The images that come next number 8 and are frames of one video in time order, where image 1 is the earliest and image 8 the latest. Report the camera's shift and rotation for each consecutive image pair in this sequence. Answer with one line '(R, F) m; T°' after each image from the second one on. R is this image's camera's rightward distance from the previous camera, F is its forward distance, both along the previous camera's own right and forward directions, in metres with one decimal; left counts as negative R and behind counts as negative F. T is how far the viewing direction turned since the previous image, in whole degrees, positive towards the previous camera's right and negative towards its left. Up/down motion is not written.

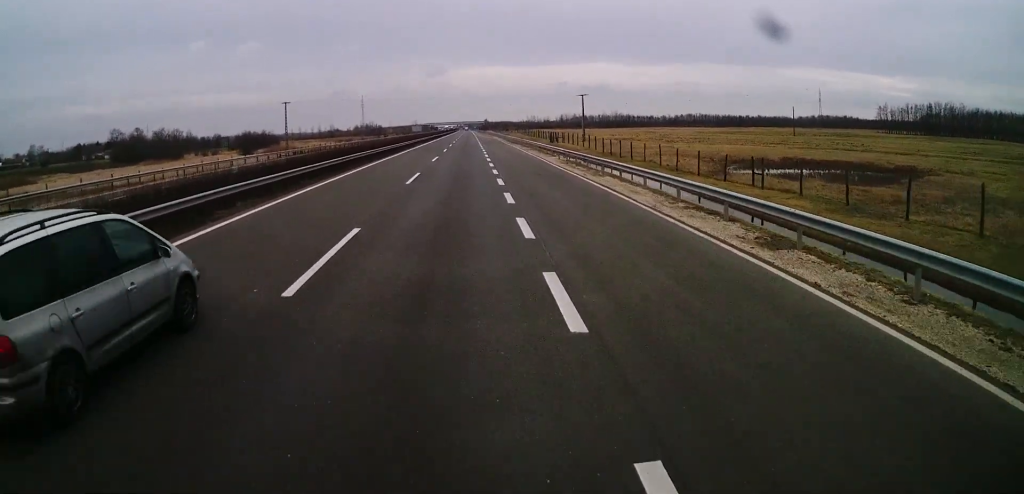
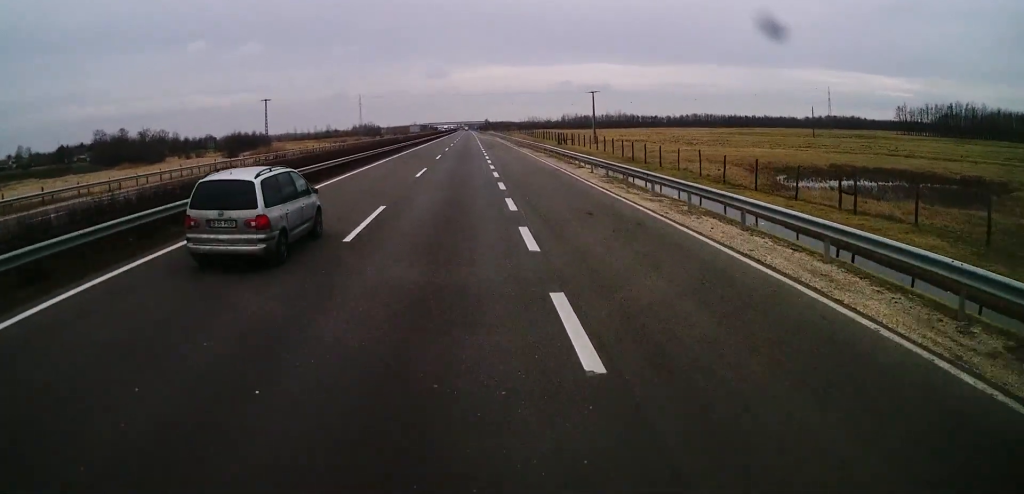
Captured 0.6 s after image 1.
(0.0, +13.0) m; 0°
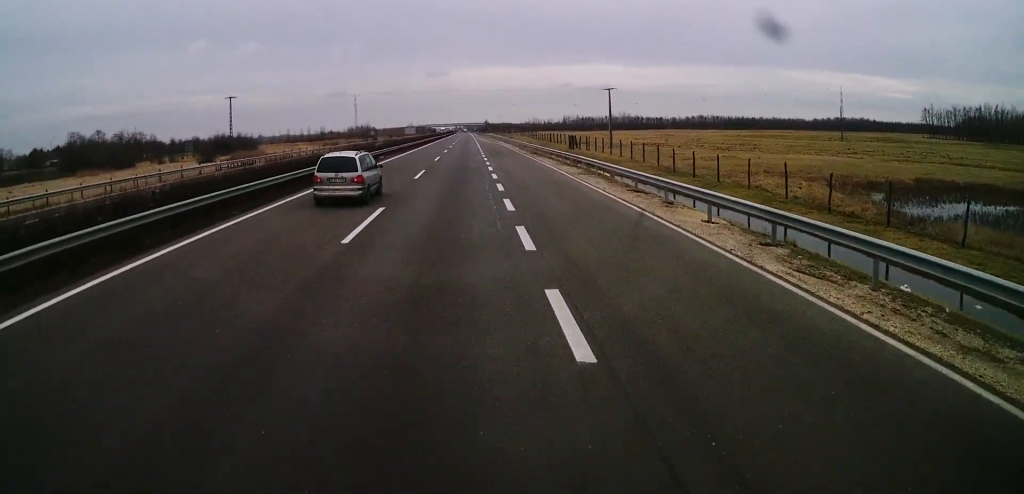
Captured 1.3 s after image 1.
(+0.1, +17.6) m; 0°
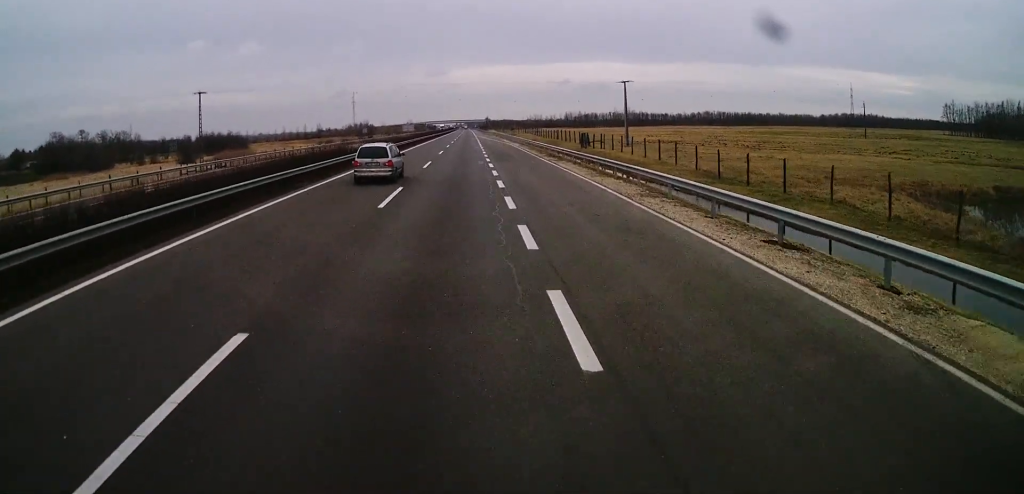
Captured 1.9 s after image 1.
(-0.1, +12.3) m; 0°
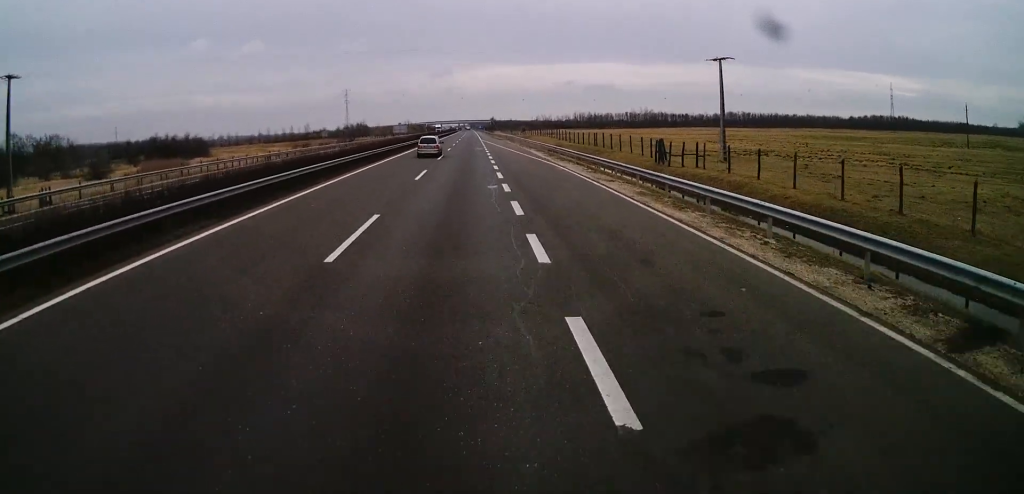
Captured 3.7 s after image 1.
(+0.1, +43.0) m; 0°
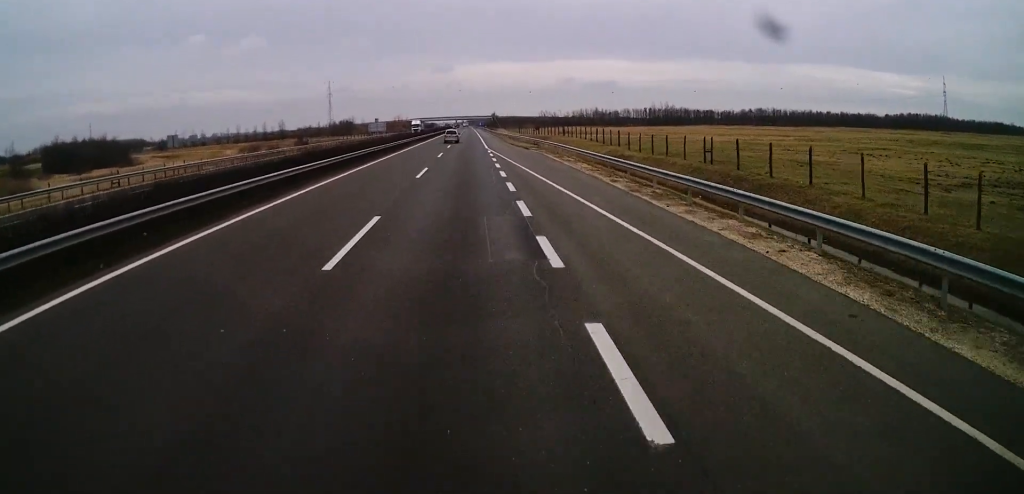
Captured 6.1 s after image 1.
(-0.2, +53.8) m; 0°
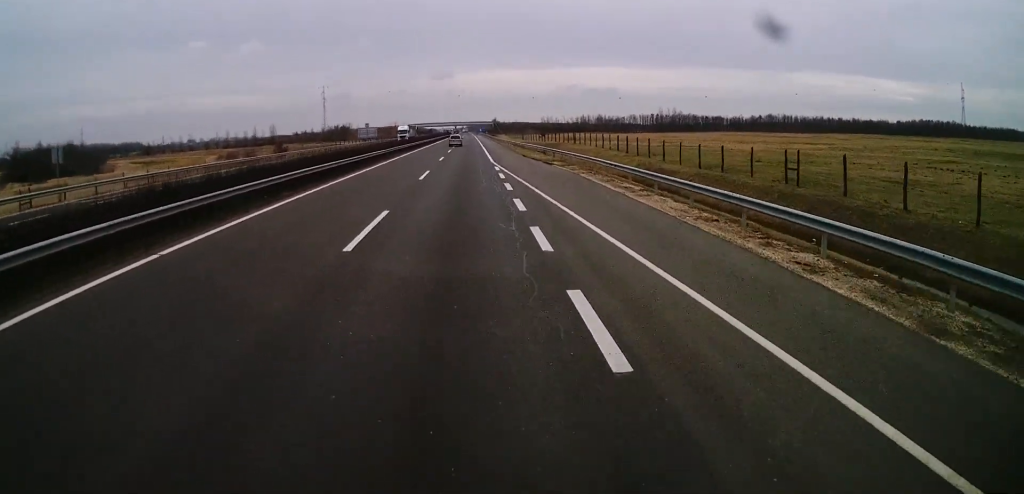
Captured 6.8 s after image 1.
(+0.1, +16.0) m; 0°
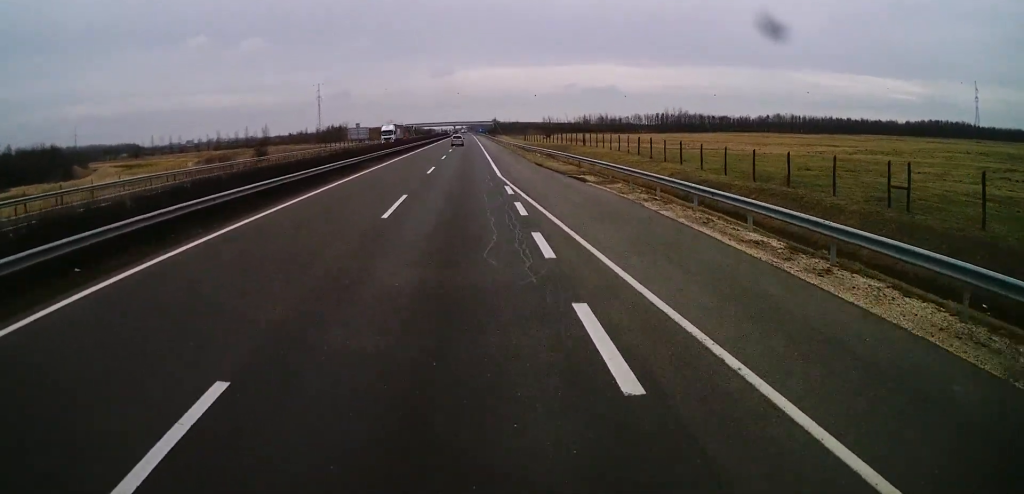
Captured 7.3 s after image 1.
(+0.1, +12.2) m; 0°
